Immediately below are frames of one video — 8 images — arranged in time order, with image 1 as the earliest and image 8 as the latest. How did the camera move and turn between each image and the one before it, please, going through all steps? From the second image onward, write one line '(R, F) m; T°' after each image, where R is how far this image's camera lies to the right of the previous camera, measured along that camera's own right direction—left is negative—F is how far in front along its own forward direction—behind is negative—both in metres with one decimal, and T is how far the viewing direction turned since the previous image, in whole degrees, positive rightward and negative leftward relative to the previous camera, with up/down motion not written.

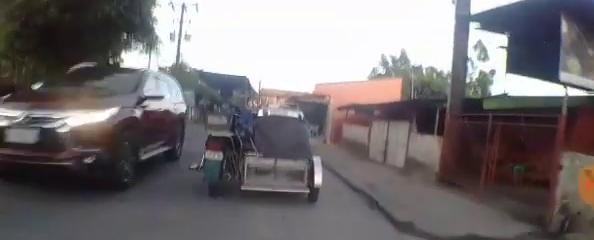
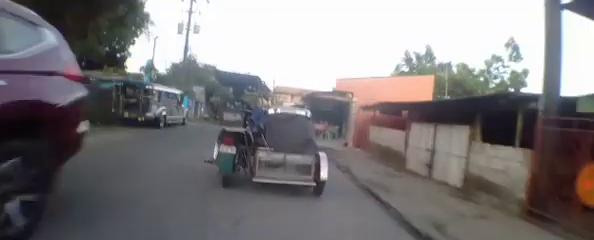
(+0.2, +2.6) m; -3°
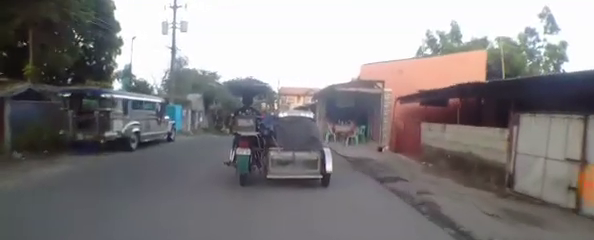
(-0.3, +4.5) m; -4°
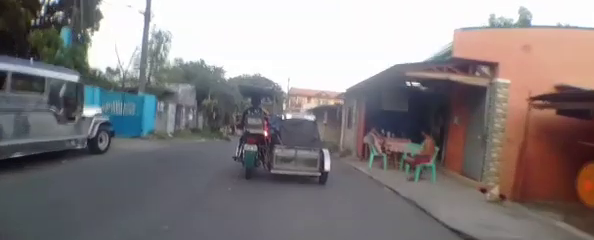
(0.0, +7.3) m; +3°
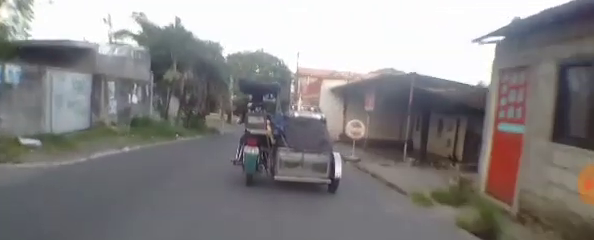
(-0.7, +10.4) m; -5°
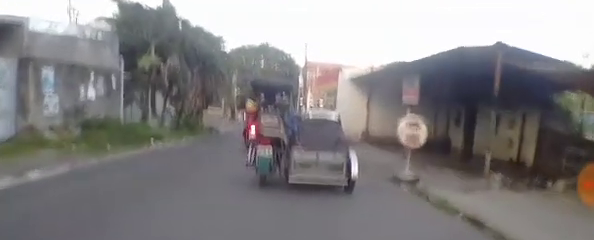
(+0.2, +3.7) m; +2°
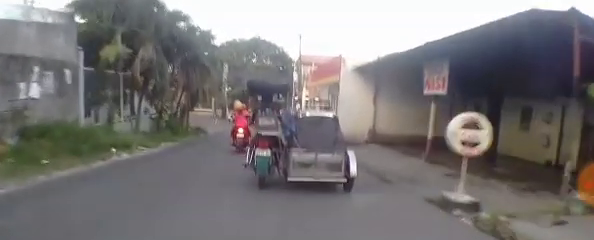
(0.0, +2.2) m; 0°
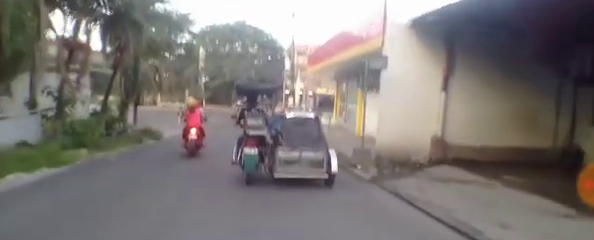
(0.0, +7.1) m; 0°
